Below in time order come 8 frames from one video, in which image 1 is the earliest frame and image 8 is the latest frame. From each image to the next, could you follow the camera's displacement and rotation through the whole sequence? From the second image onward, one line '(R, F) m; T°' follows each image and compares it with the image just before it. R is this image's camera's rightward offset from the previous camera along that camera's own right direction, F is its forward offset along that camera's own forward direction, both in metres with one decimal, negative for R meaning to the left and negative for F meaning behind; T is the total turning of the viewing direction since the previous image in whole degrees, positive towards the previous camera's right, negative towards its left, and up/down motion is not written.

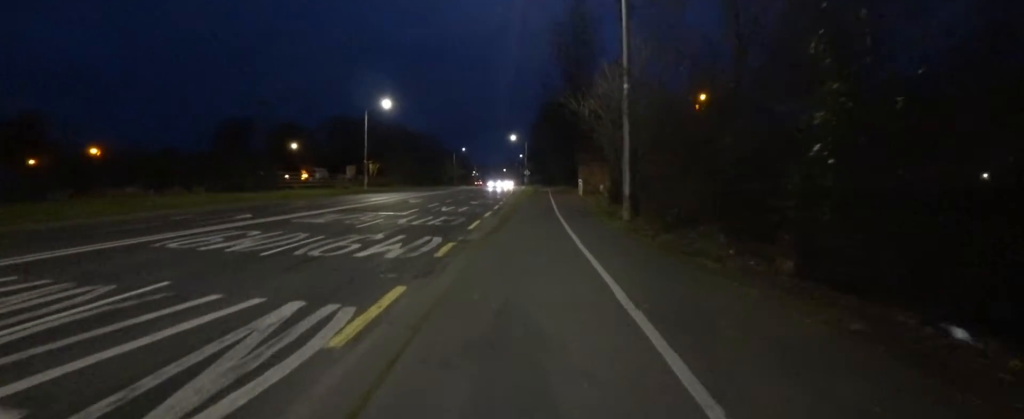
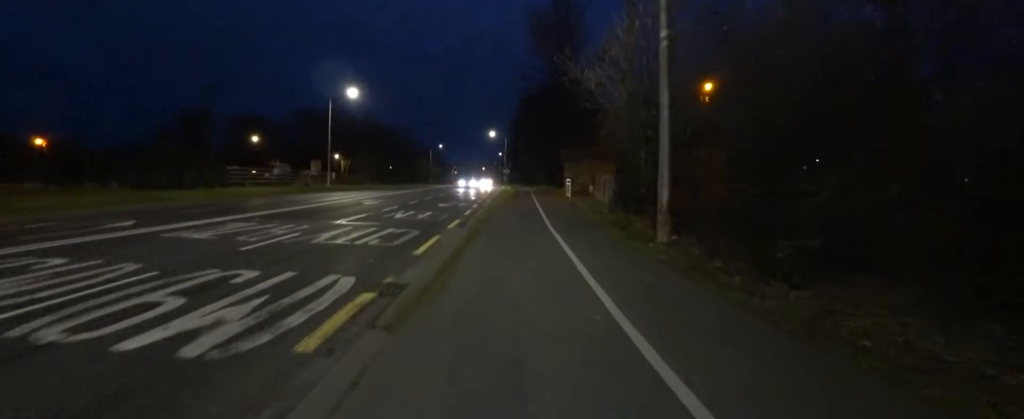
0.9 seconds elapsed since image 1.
(-0.2, +4.4) m; 0°
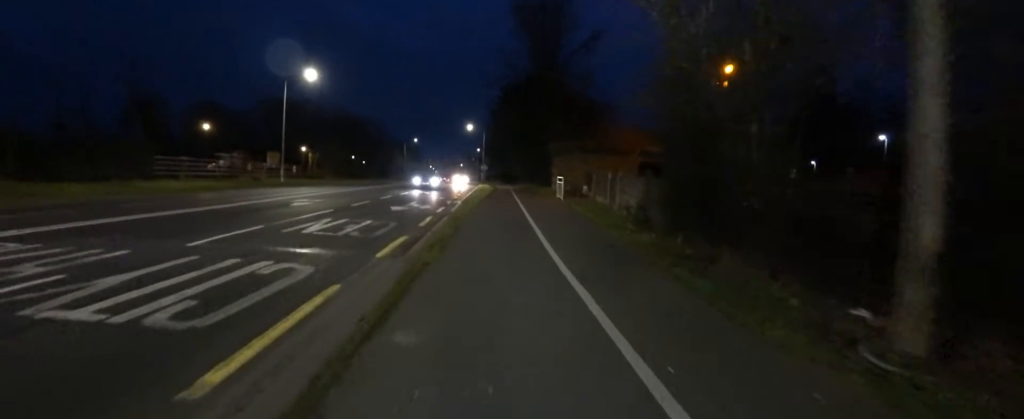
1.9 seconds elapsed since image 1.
(+0.1, +5.0) m; 0°
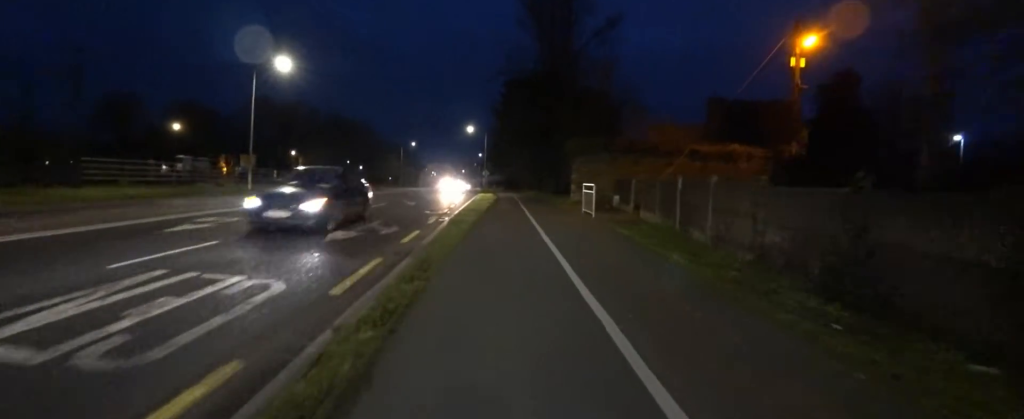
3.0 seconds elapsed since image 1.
(-0.2, +5.9) m; 0°
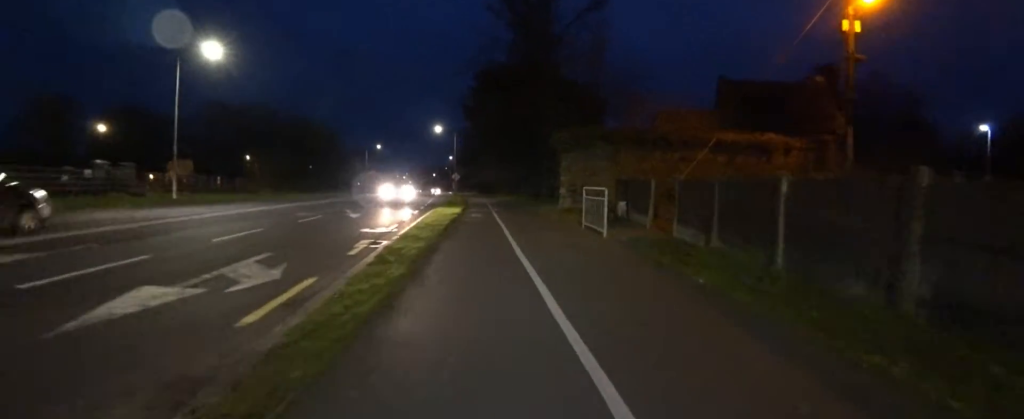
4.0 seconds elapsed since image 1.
(+0.2, +4.7) m; 0°
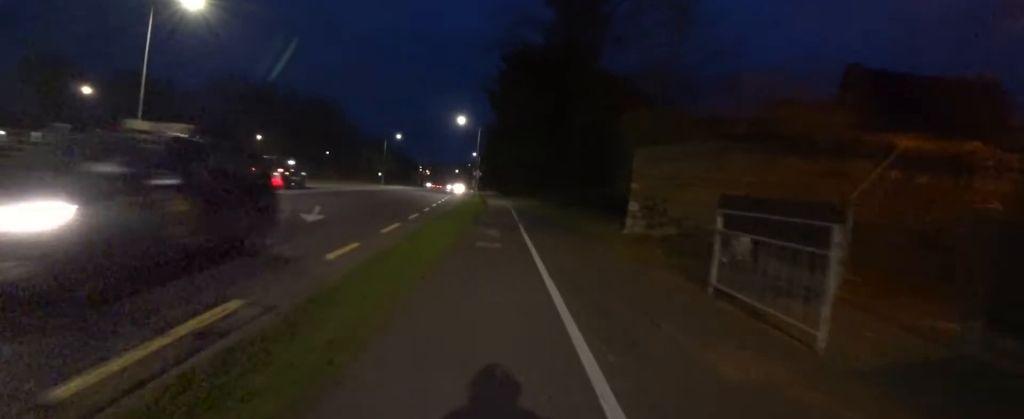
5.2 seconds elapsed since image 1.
(-0.3, +6.1) m; 0°
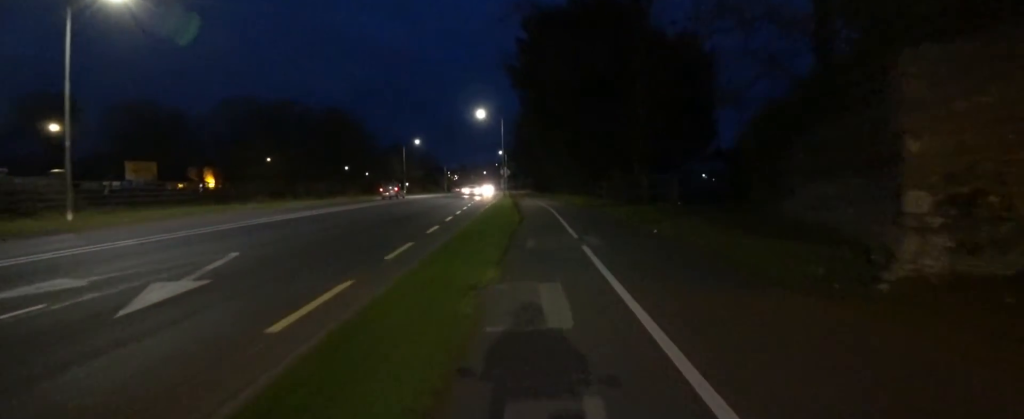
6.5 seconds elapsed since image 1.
(+0.3, +6.5) m; 0°
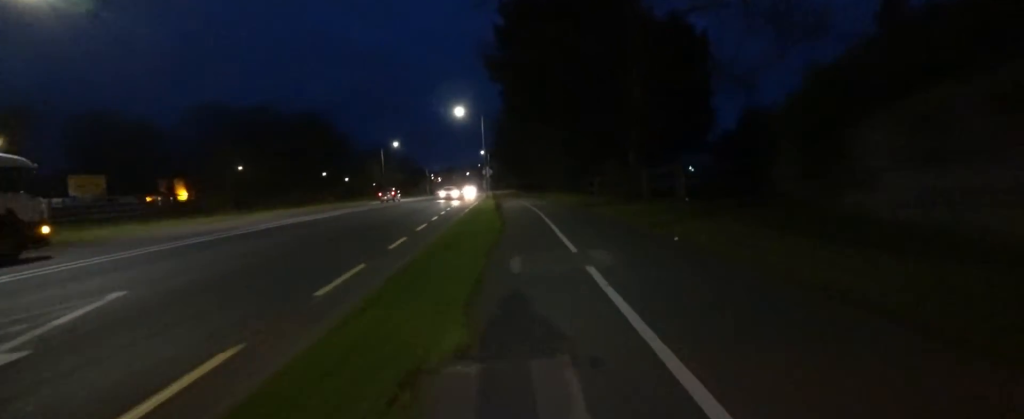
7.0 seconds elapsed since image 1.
(-0.2, +2.3) m; 0°
